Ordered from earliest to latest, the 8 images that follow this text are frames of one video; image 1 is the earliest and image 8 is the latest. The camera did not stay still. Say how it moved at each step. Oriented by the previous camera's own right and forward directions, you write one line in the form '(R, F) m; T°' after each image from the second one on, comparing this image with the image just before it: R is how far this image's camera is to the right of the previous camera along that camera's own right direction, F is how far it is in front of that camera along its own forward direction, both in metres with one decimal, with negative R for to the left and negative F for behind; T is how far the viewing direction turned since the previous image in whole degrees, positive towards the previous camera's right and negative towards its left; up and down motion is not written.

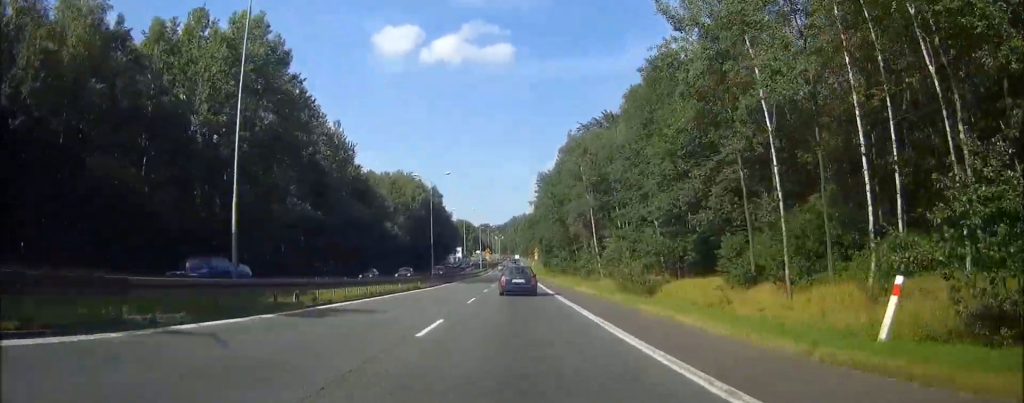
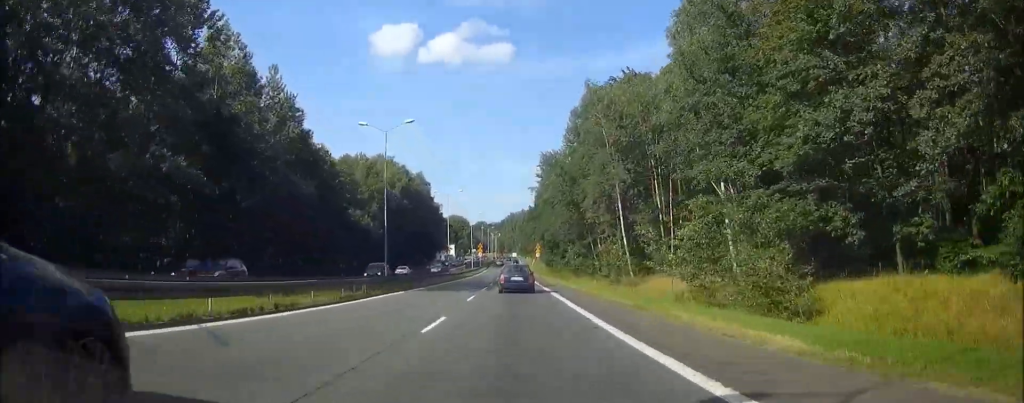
(0.0, +24.4) m; 0°
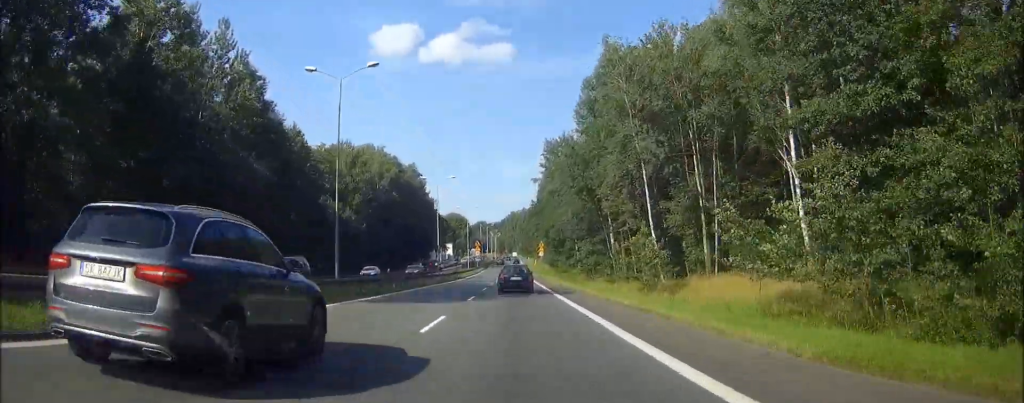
(0.0, +13.0) m; 0°
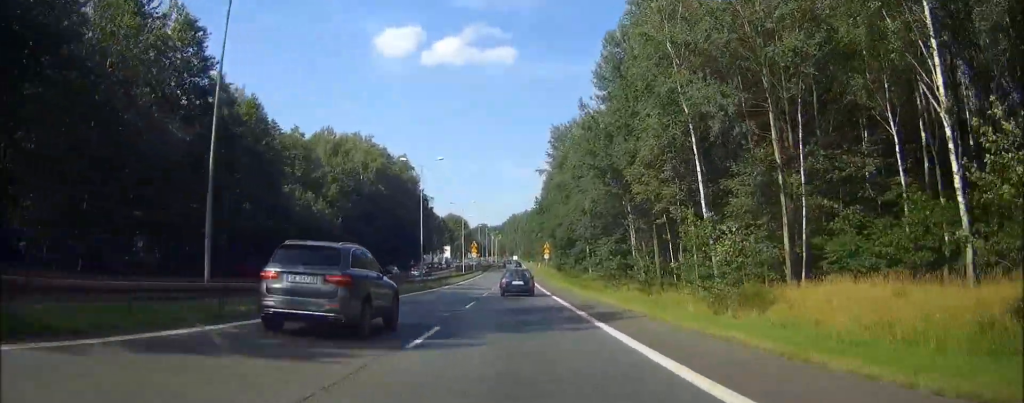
(0.0, +14.5) m; 0°
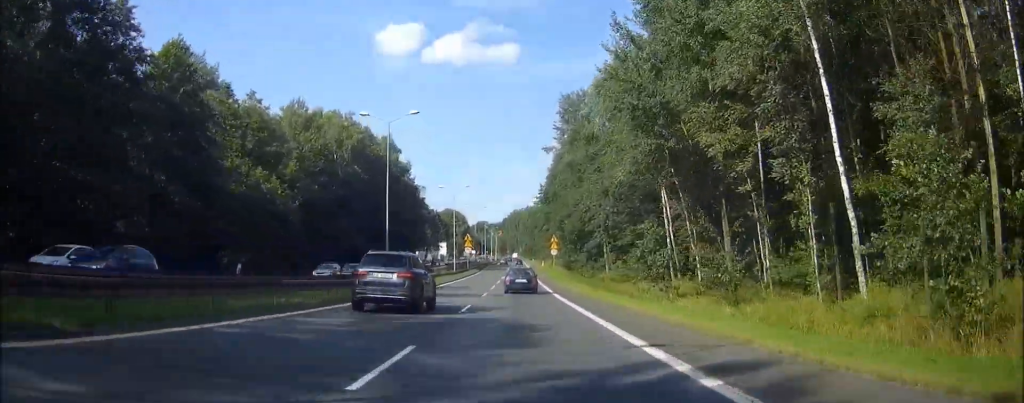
(0.0, +16.9) m; 0°
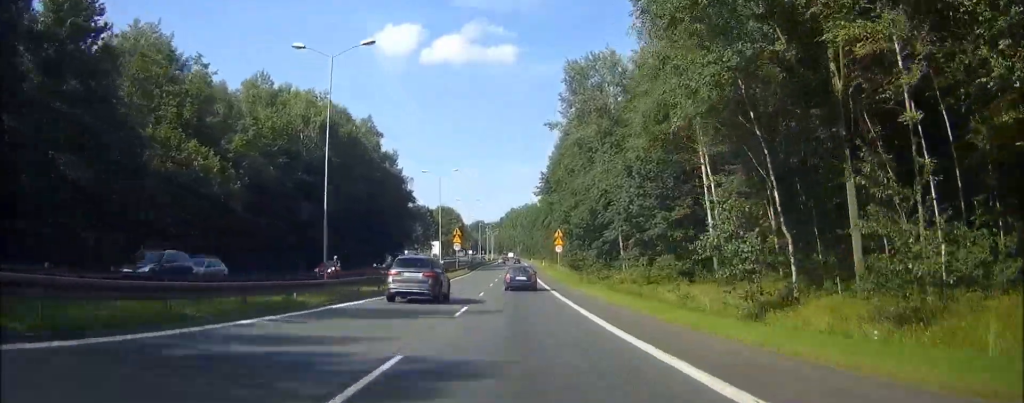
(0.0, +13.8) m; 0°
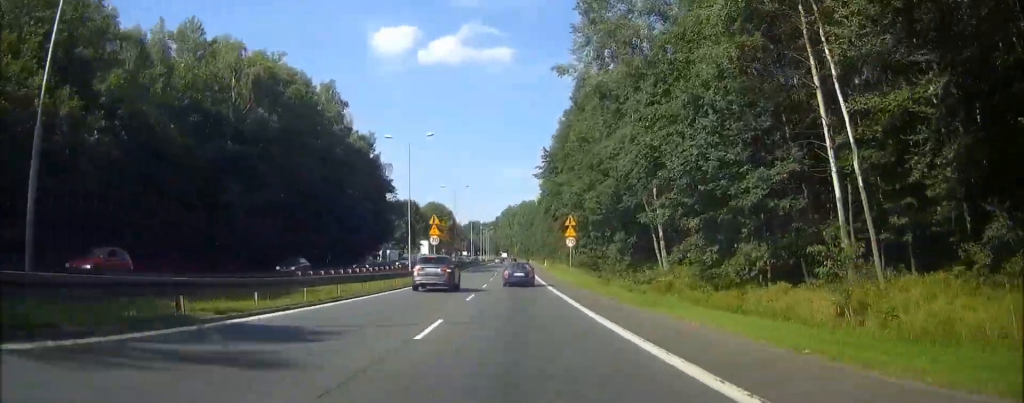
(+0.1, +19.3) m; 0°
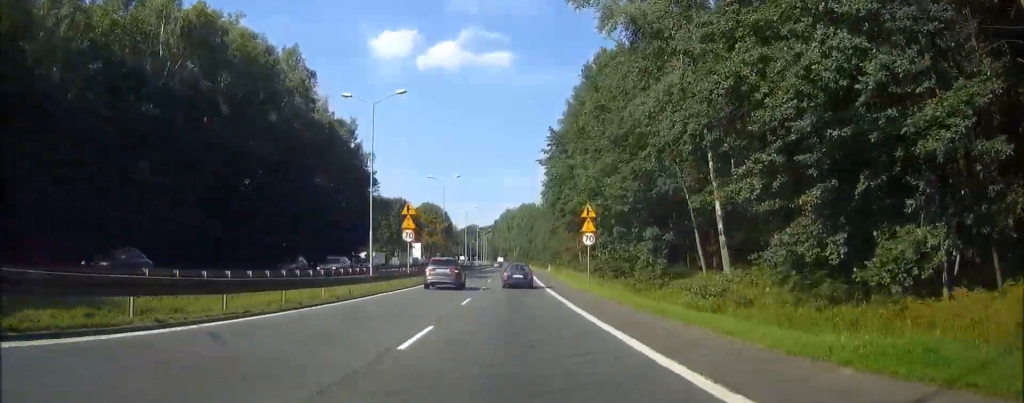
(+0.1, +14.0) m; 0°
